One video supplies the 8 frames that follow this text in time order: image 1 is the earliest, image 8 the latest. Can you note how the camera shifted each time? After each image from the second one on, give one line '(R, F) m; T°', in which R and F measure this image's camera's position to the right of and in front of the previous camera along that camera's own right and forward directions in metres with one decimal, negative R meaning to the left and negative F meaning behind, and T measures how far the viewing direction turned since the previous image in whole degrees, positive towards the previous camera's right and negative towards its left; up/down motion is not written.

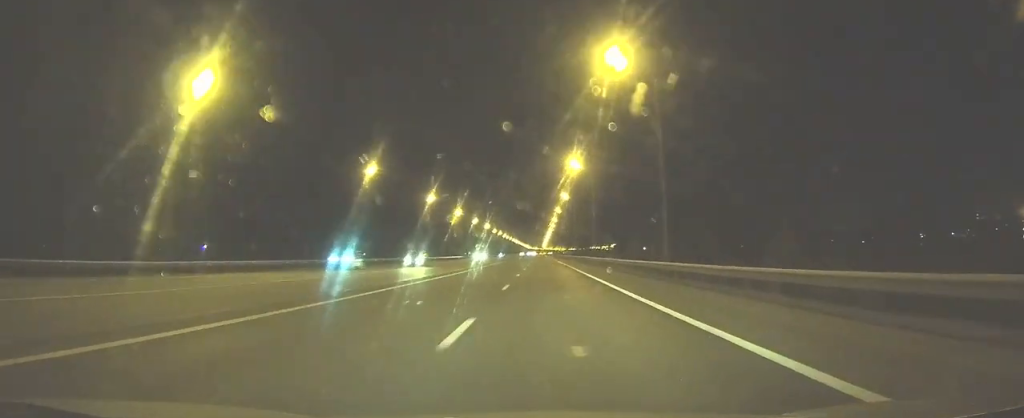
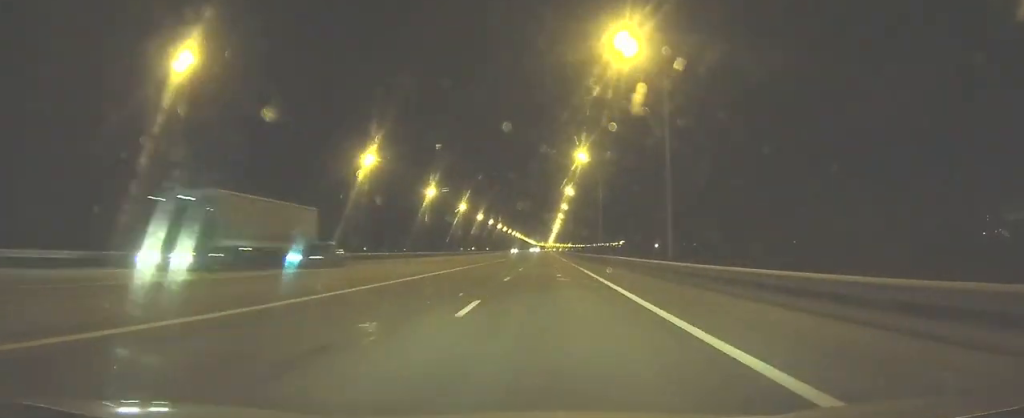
(-0.7, +79.6) m; -1°
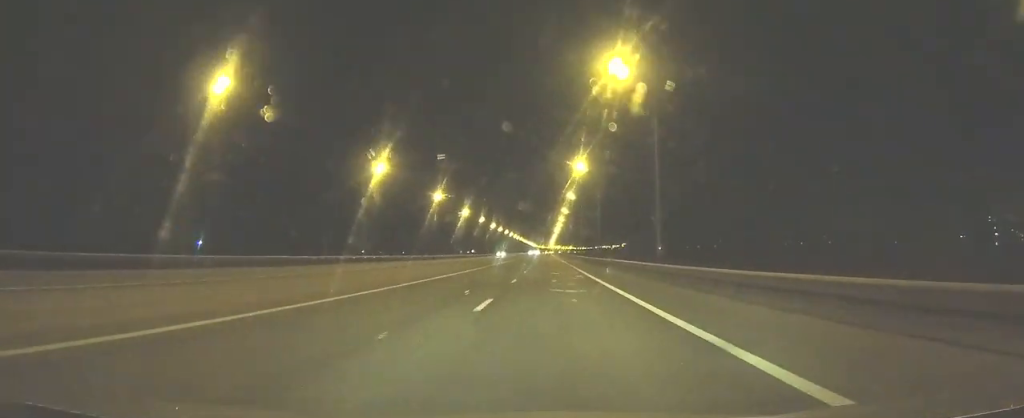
(-0.2, +34.1) m; 0°
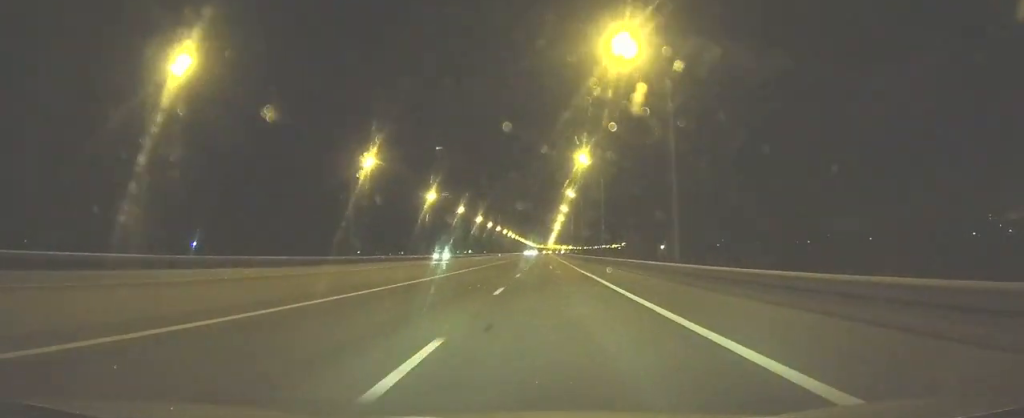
(0.0, +42.7) m; 0°
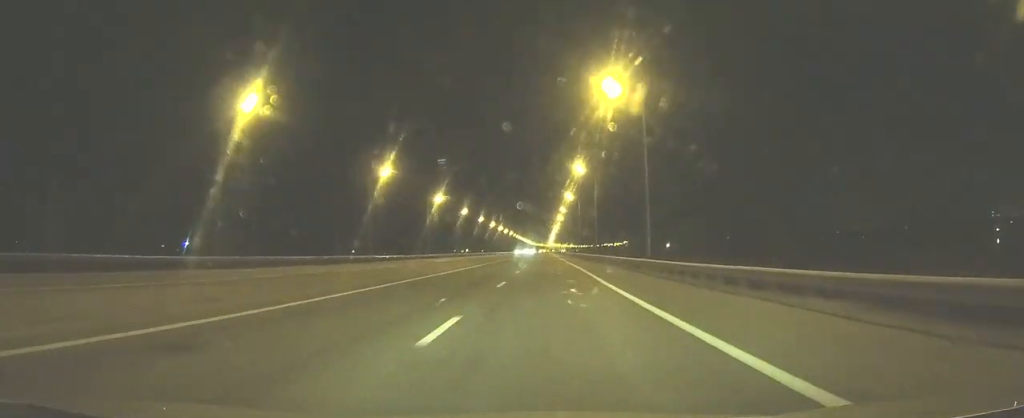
(+0.2, +66.7) m; 0°
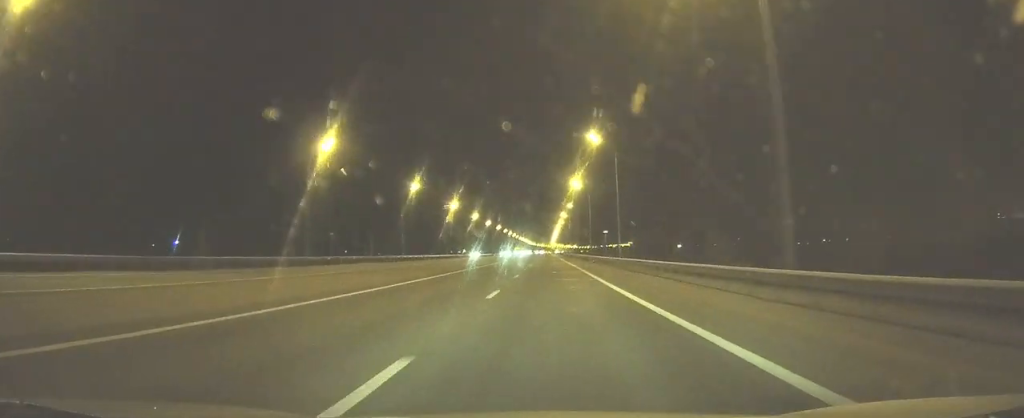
(+0.5, +96.4) m; +1°
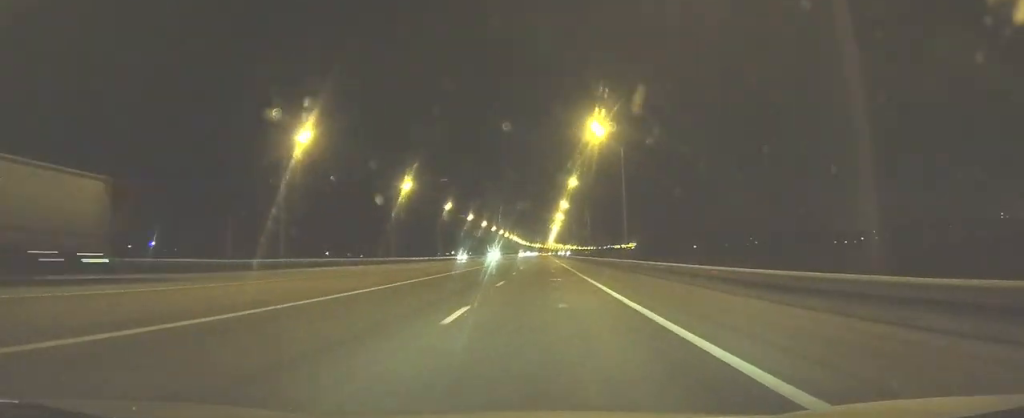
(+0.4, +163.0) m; 0°
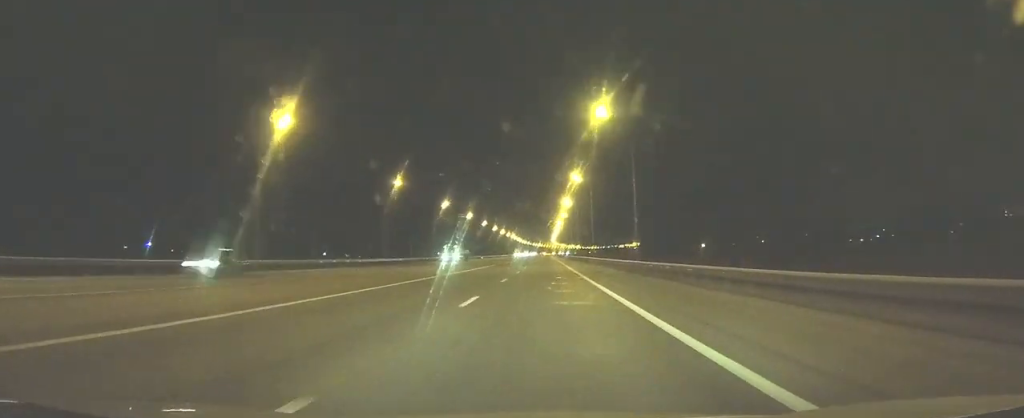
(-0.1, +45.0) m; 0°
